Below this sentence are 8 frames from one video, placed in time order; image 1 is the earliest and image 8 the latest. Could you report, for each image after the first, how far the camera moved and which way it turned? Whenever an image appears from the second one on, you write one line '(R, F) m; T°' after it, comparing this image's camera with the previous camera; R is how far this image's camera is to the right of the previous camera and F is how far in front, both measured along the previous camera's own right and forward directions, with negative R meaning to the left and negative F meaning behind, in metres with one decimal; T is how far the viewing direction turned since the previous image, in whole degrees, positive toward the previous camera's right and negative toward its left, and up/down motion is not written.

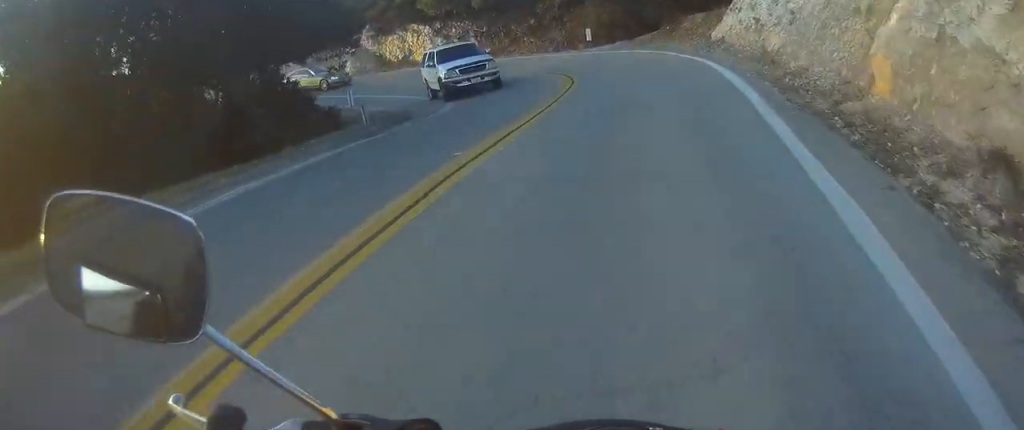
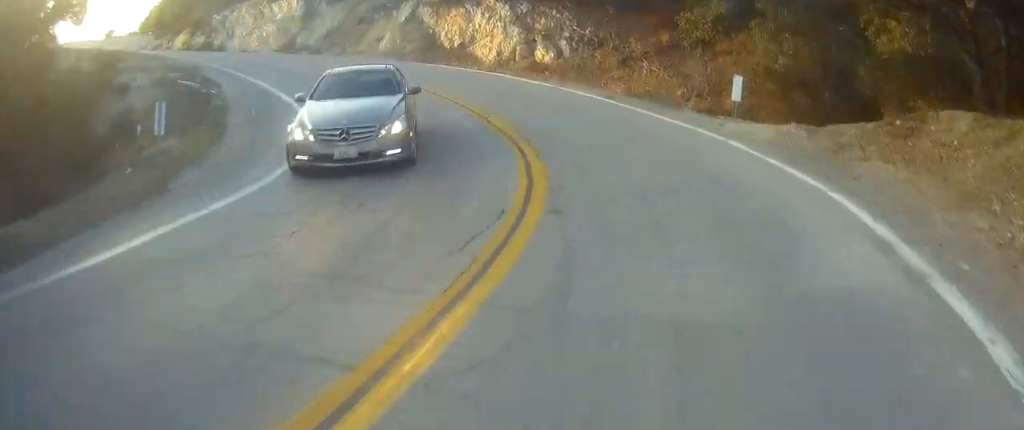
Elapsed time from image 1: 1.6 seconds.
(+5.3, +17.1) m; +22°
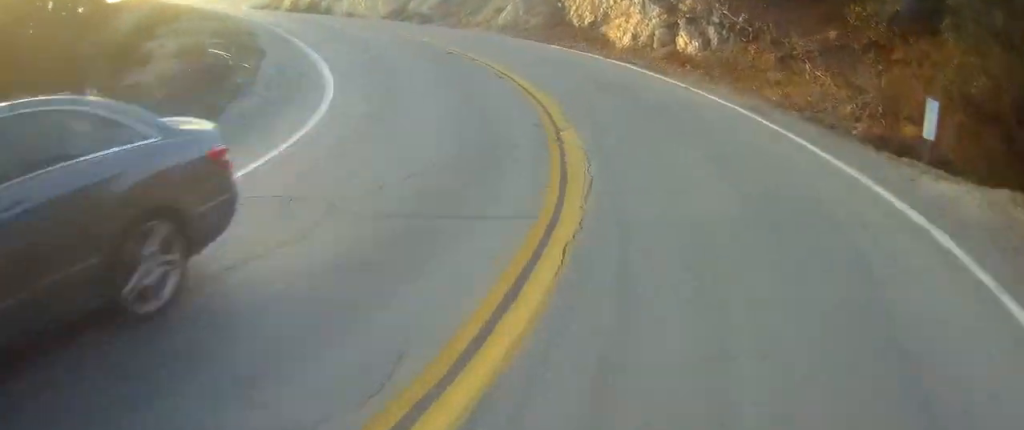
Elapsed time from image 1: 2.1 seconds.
(+0.1, +6.0) m; +1°
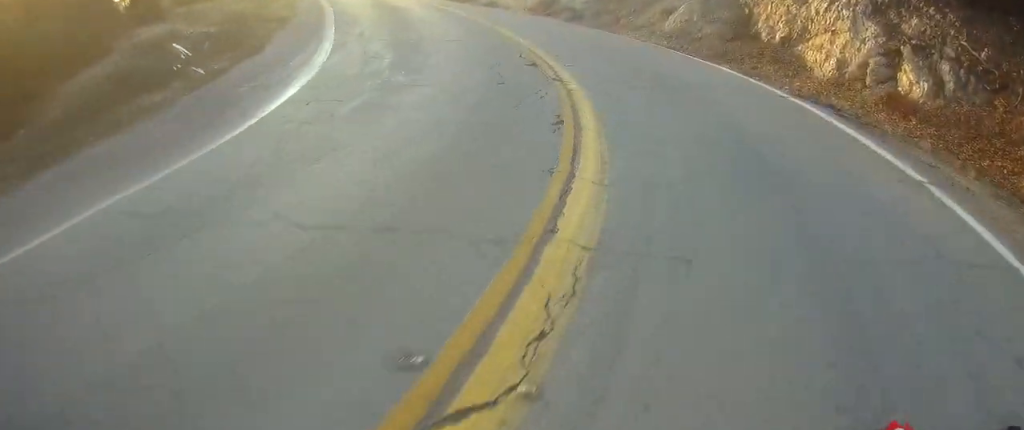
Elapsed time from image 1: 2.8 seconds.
(+0.1, +8.4) m; -2°
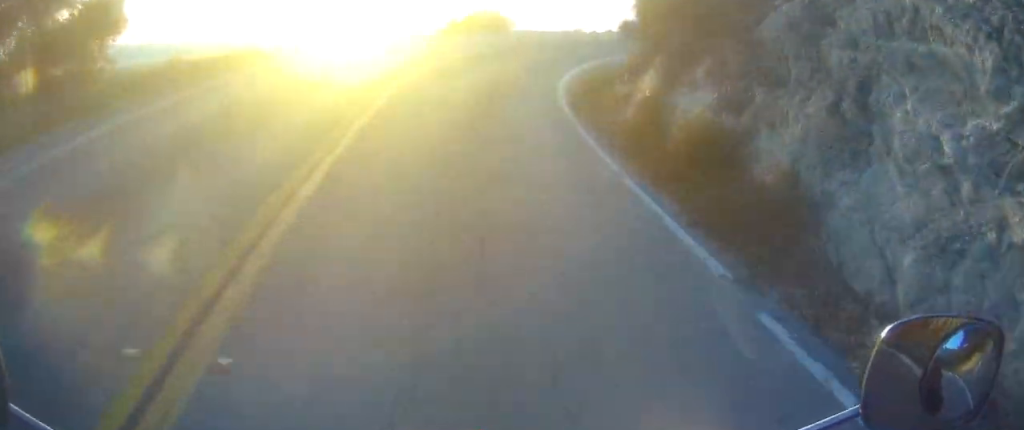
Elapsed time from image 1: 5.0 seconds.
(-6.5, +20.4) m; -46°
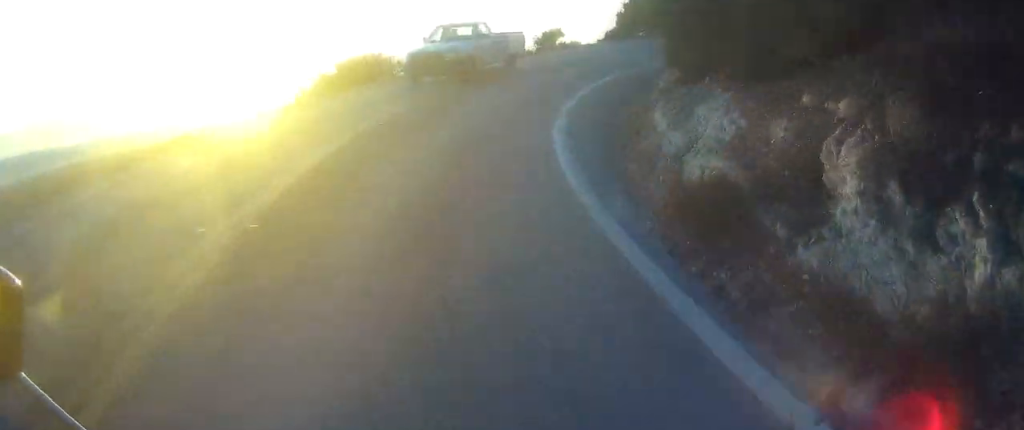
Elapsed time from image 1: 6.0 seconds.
(-1.9, +9.0) m; -16°
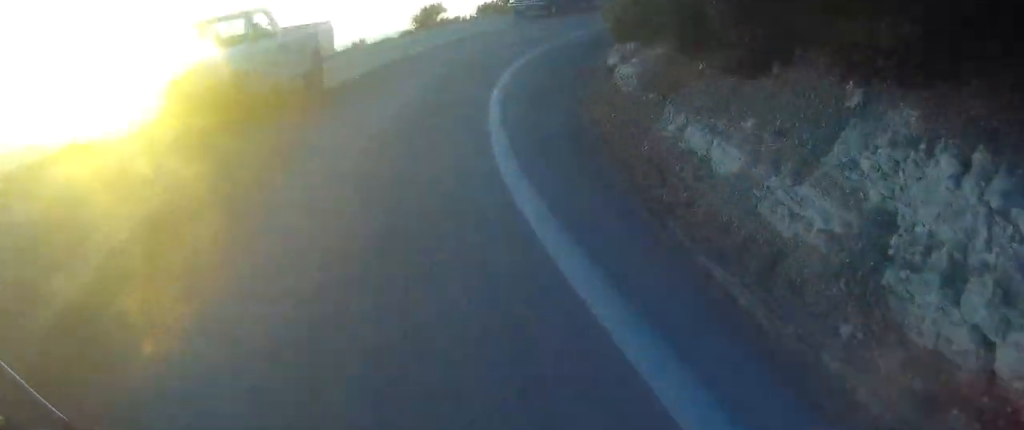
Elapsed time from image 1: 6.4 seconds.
(-0.4, +4.6) m; -4°
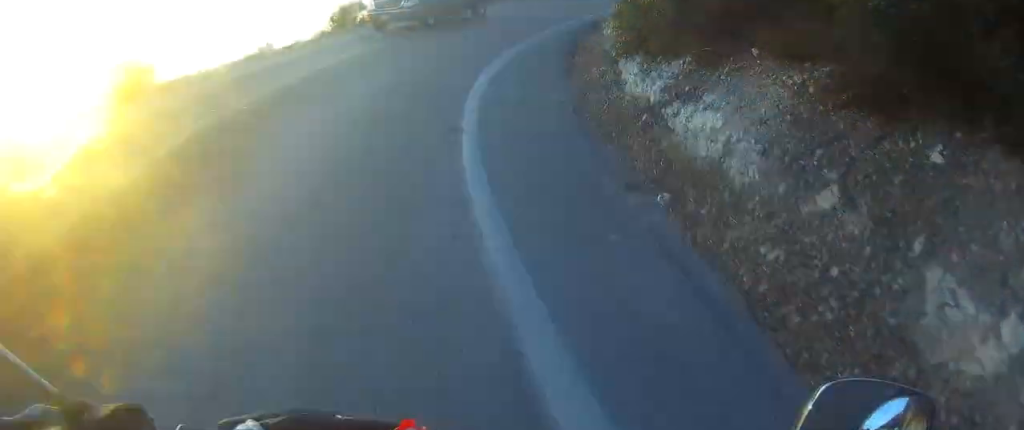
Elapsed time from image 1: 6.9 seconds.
(-0.1, +4.8) m; -1°
